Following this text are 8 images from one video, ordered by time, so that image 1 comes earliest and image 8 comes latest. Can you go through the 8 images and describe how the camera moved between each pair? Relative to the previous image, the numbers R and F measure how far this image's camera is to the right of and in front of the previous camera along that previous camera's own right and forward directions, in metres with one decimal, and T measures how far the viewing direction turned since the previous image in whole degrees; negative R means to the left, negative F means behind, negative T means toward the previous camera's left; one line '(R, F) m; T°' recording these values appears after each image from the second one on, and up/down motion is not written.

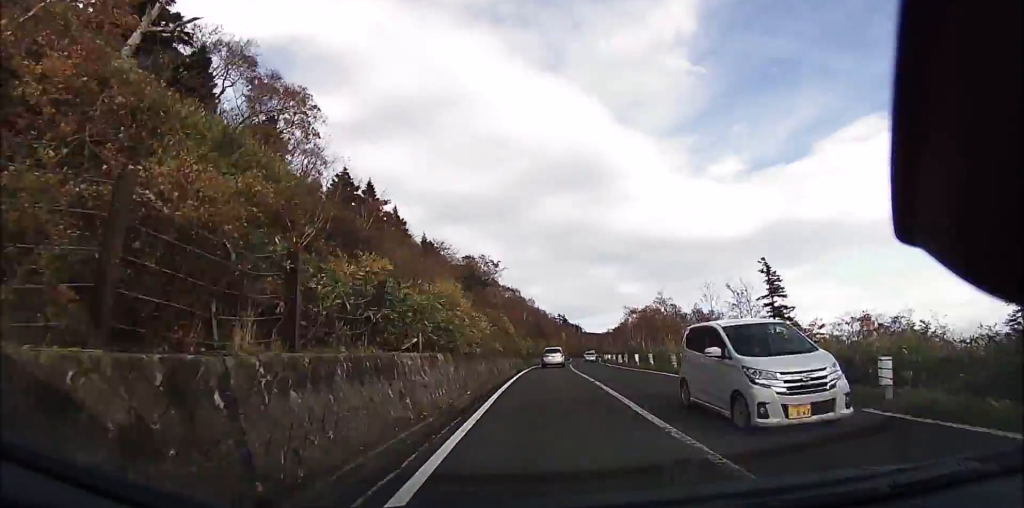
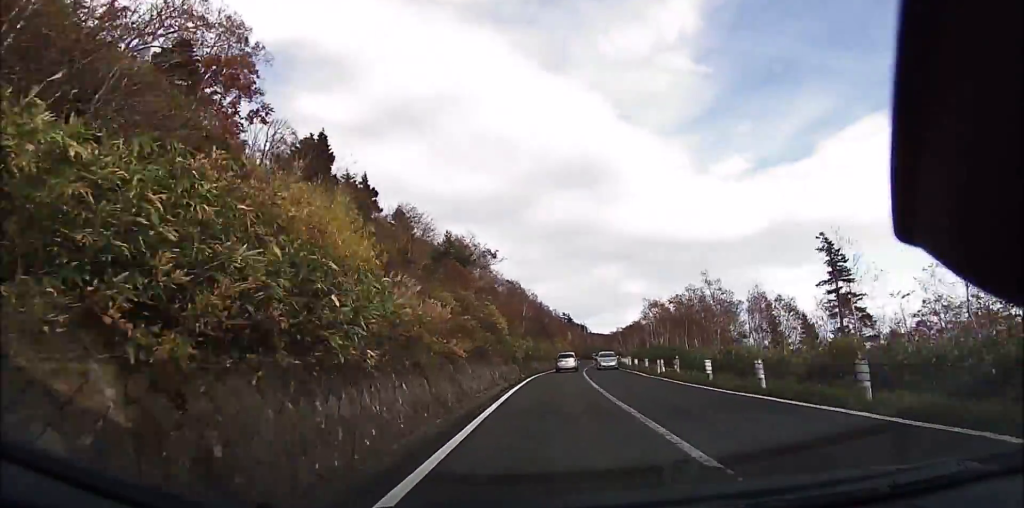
(-0.1, +11.4) m; 0°
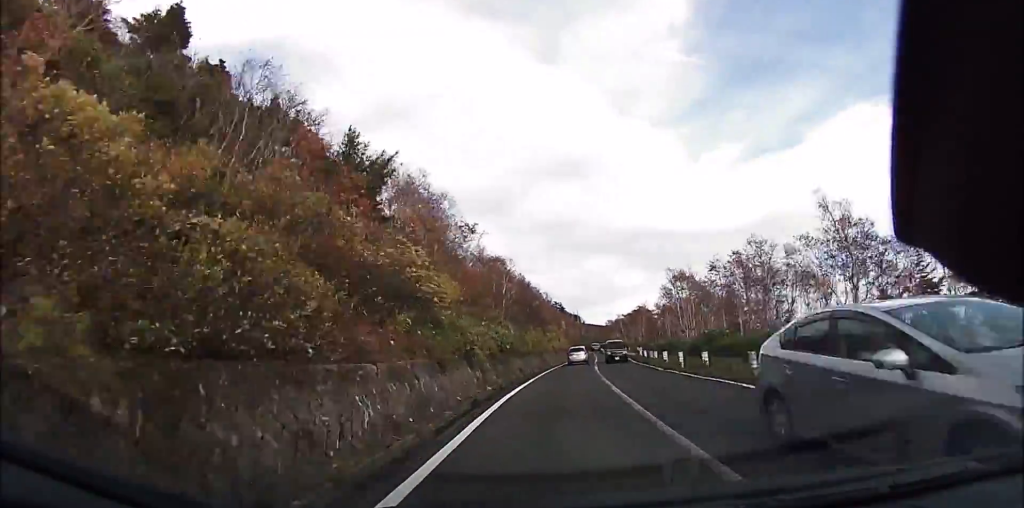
(0.0, +15.8) m; 0°
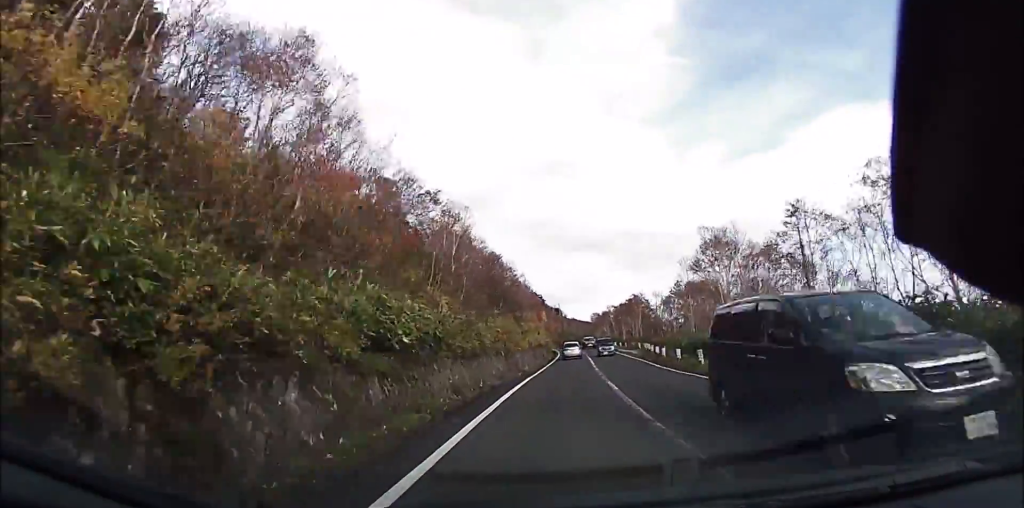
(0.0, +14.3) m; +1°
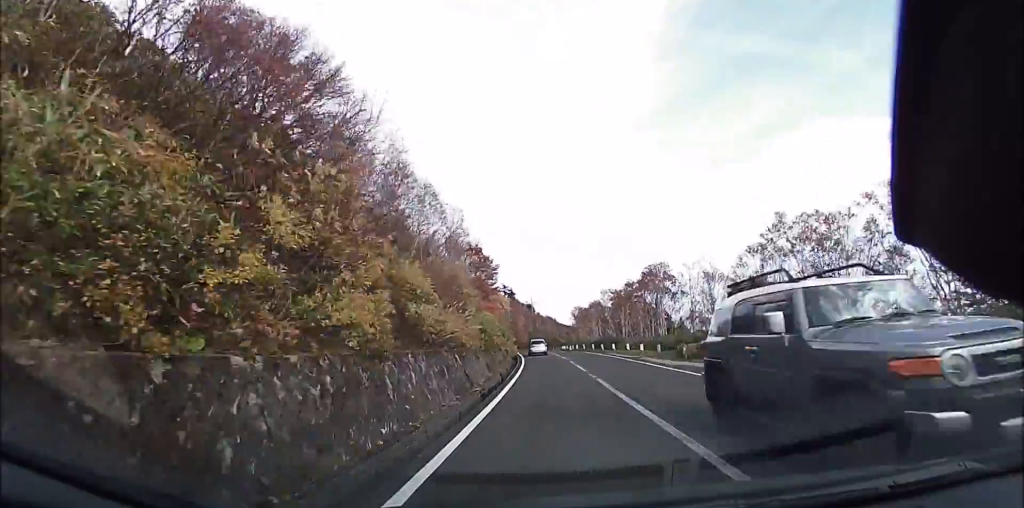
(+0.6, +28.3) m; +3°
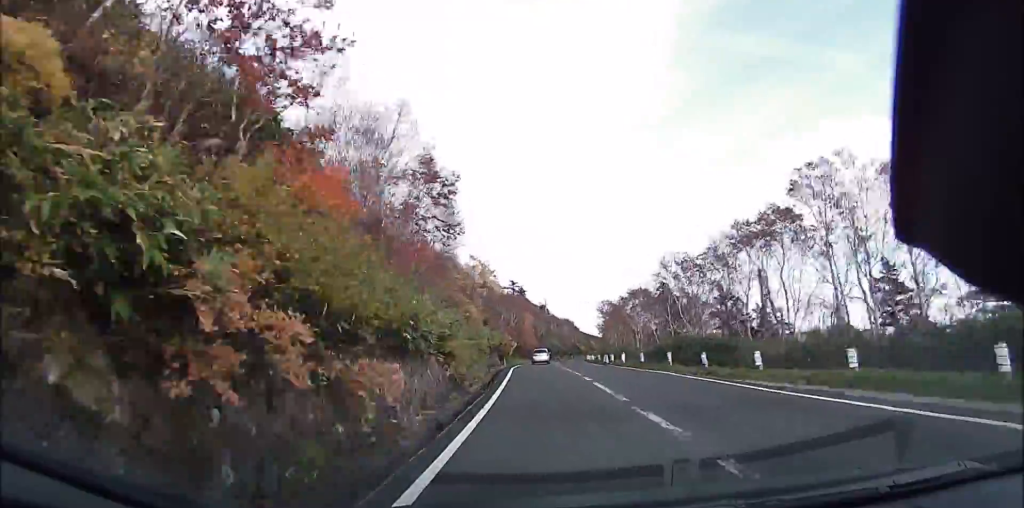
(+0.4, +25.4) m; 0°
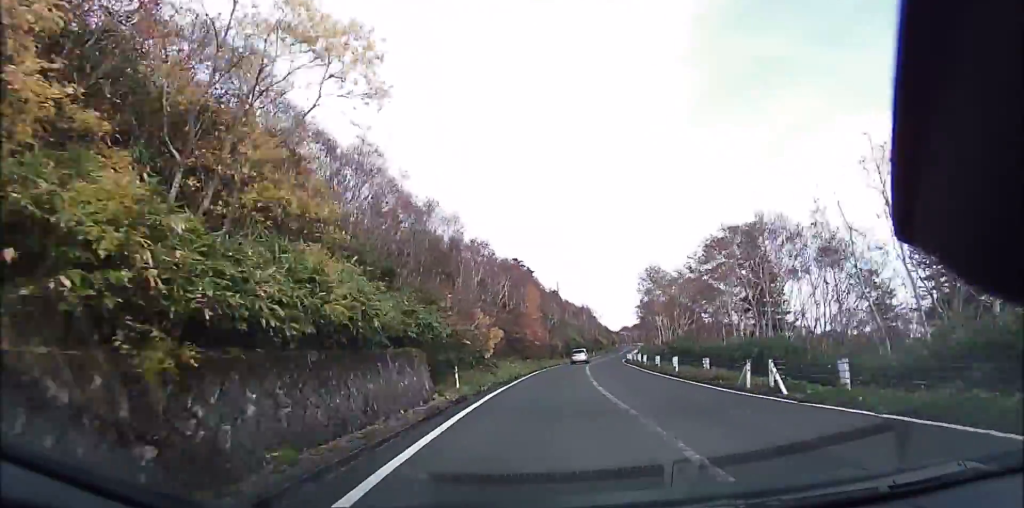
(-0.4, +26.4) m; -1°
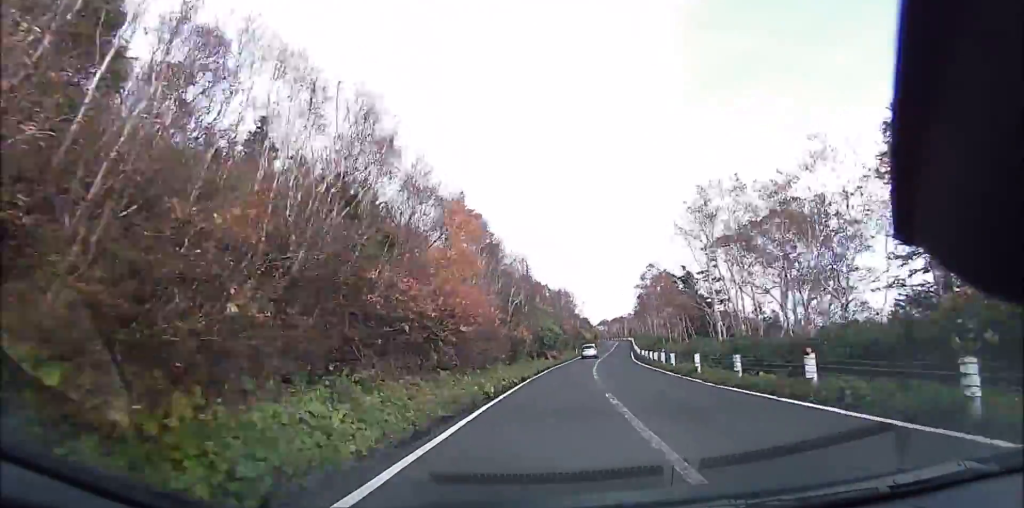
(+0.1, +23.8) m; +2°
